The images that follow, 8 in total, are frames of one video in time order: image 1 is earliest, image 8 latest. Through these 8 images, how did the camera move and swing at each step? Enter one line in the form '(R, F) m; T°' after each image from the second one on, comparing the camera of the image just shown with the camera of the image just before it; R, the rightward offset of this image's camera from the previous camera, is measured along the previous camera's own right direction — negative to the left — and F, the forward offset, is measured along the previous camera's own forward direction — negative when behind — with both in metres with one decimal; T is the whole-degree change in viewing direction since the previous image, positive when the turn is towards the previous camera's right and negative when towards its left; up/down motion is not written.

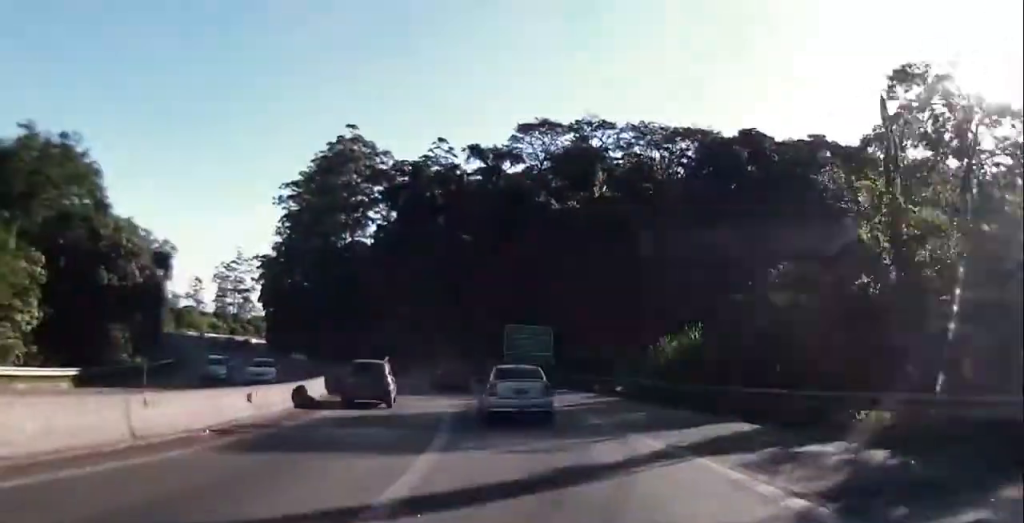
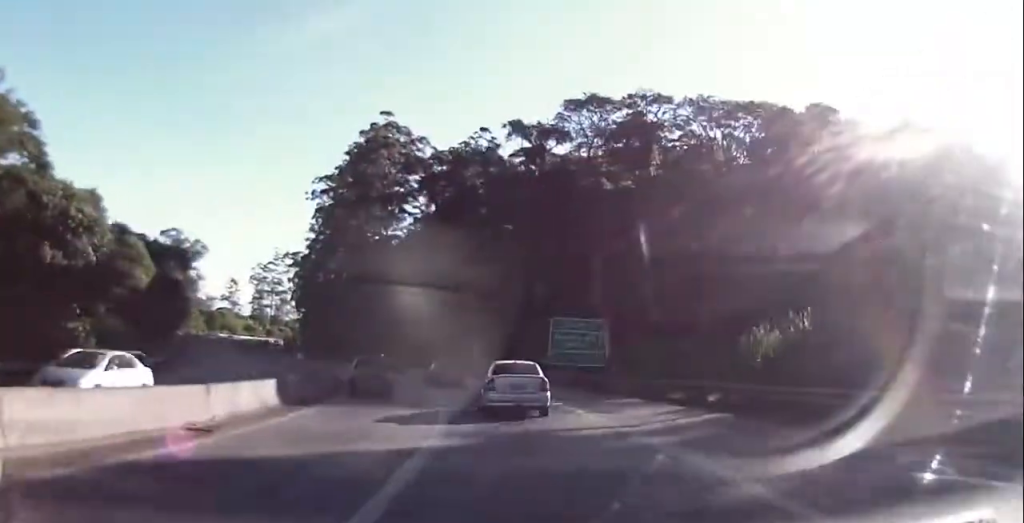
(-0.5, +9.6) m; -5°
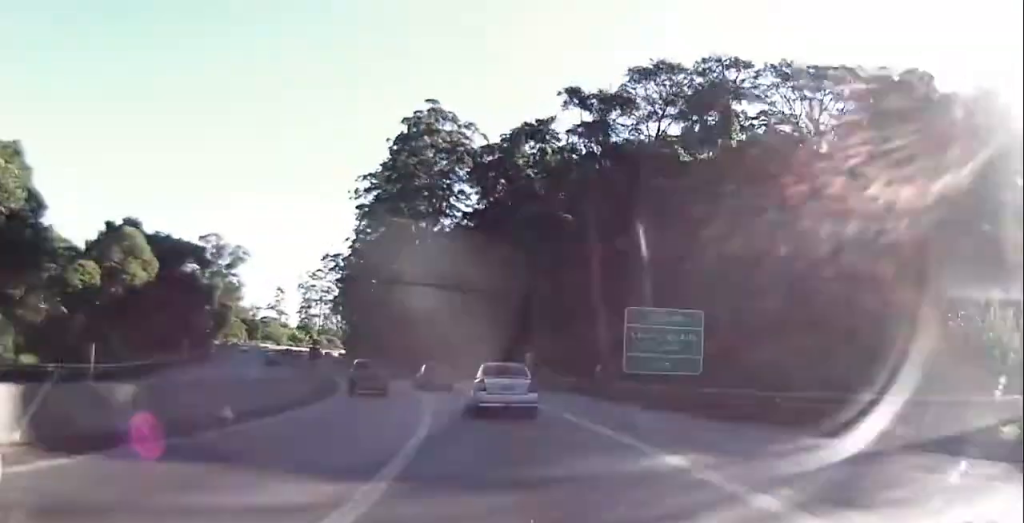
(-0.7, +12.0) m; -7°
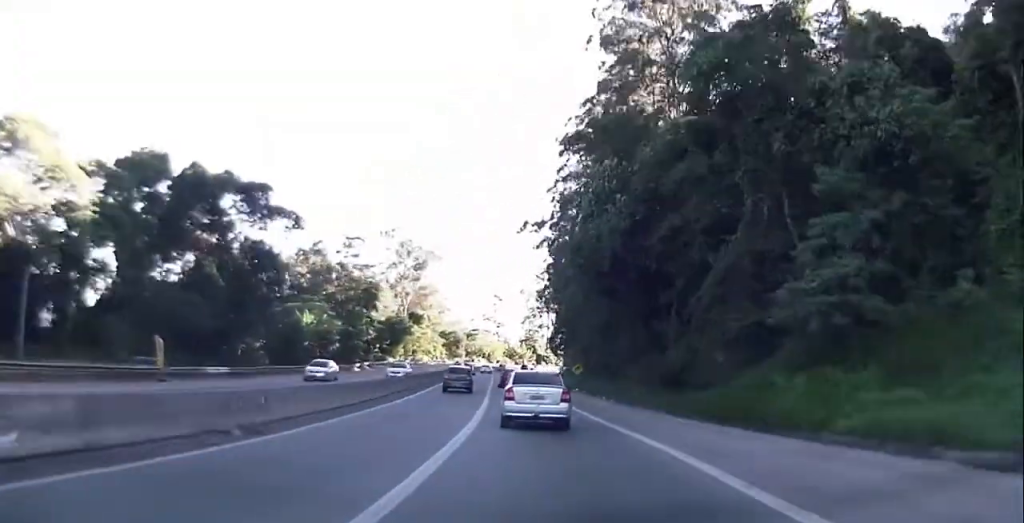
(-7.6, +43.7) m; -18°
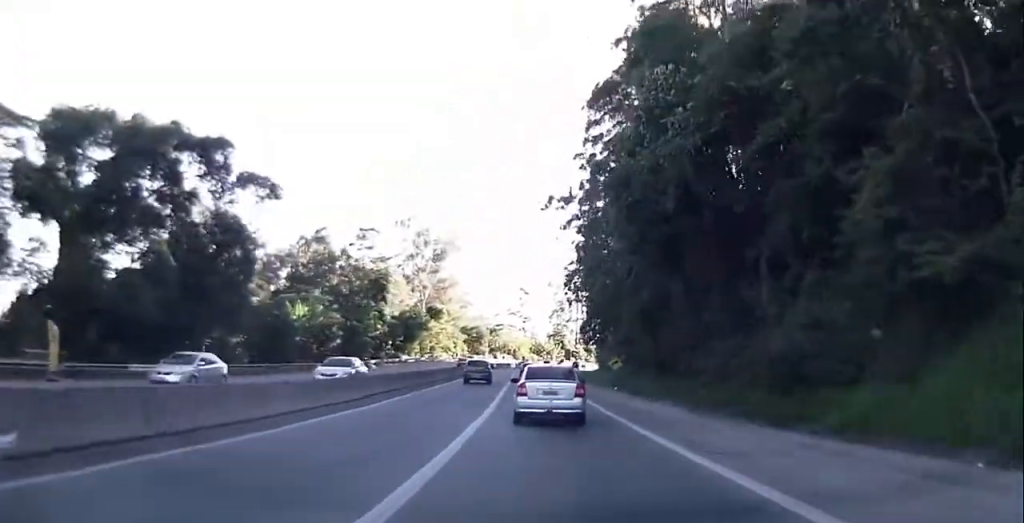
(-0.4, +11.6) m; -4°
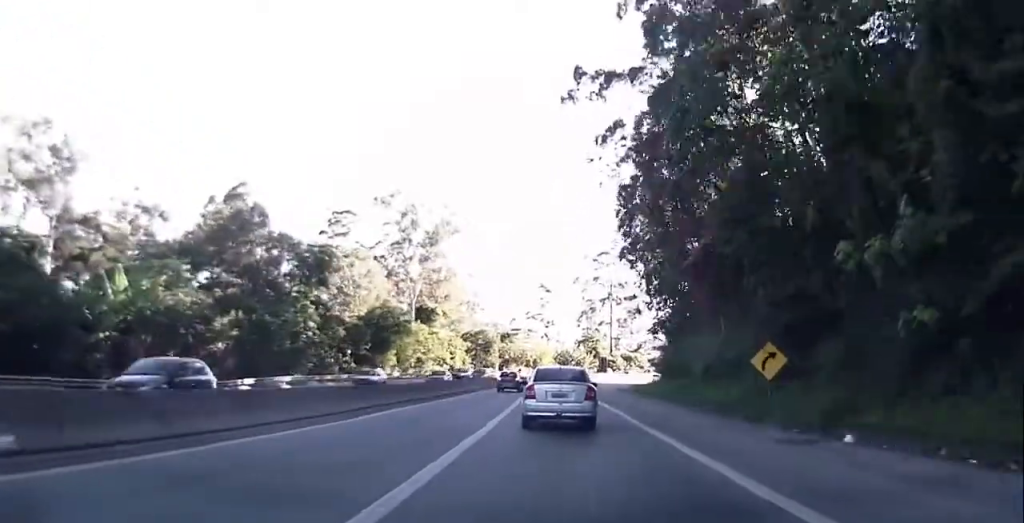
(-1.7, +36.1) m; -1°
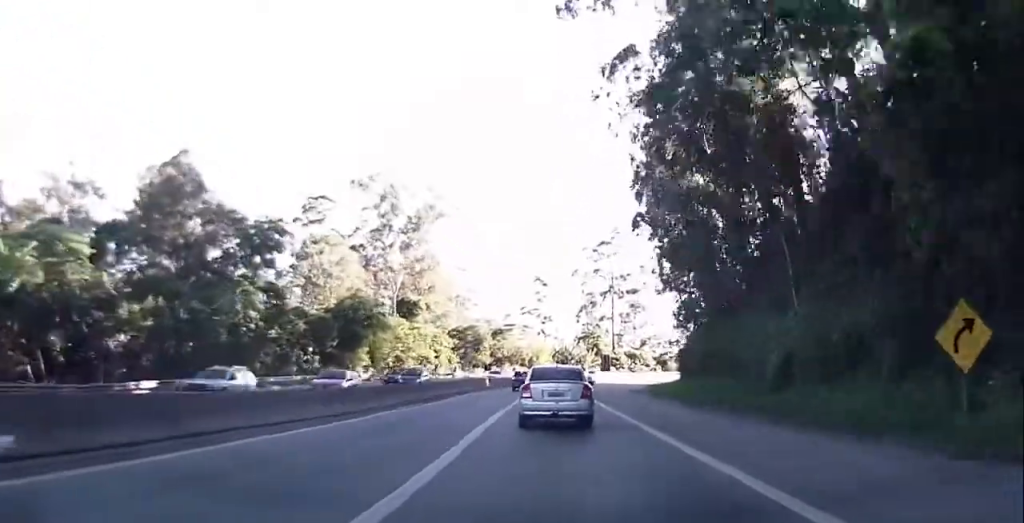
(+1.7, +11.3) m; -3°
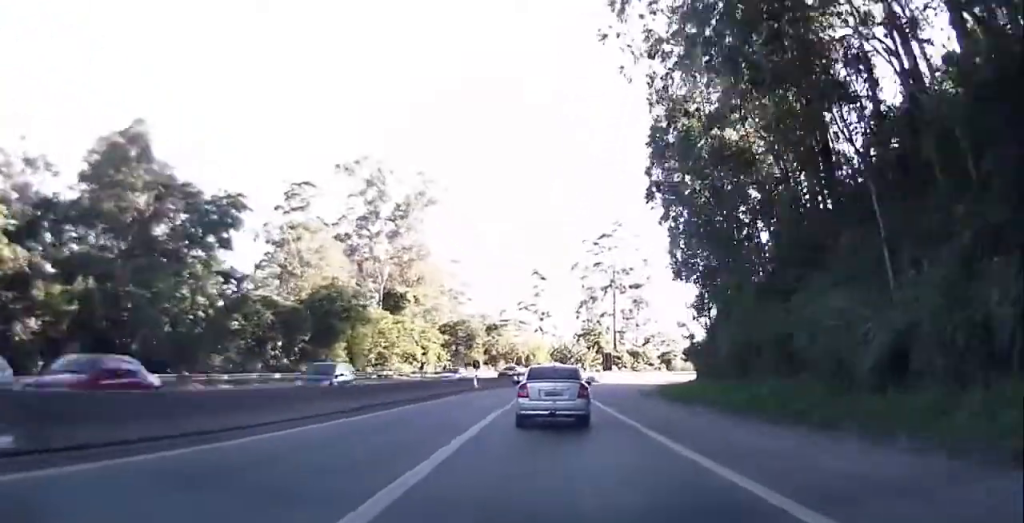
(-1.5, +7.9) m; -3°
